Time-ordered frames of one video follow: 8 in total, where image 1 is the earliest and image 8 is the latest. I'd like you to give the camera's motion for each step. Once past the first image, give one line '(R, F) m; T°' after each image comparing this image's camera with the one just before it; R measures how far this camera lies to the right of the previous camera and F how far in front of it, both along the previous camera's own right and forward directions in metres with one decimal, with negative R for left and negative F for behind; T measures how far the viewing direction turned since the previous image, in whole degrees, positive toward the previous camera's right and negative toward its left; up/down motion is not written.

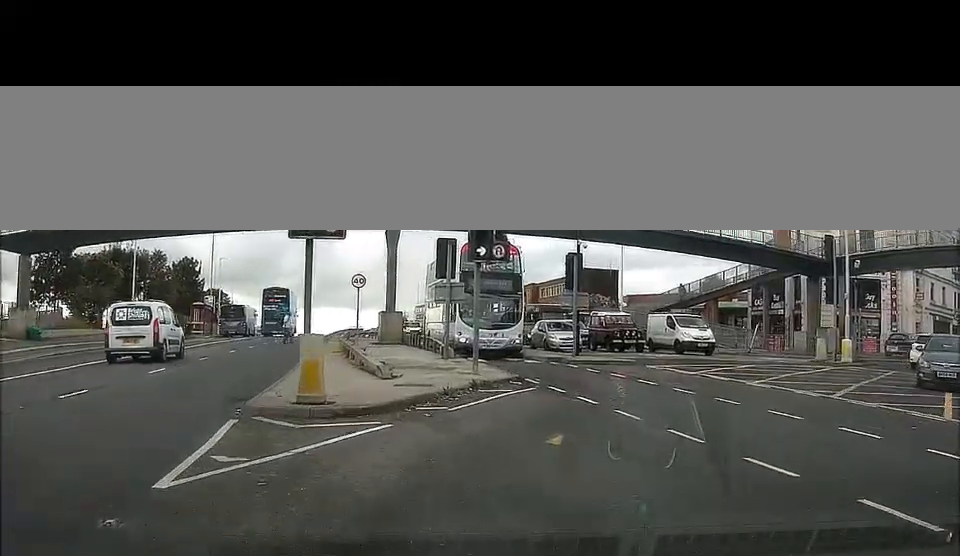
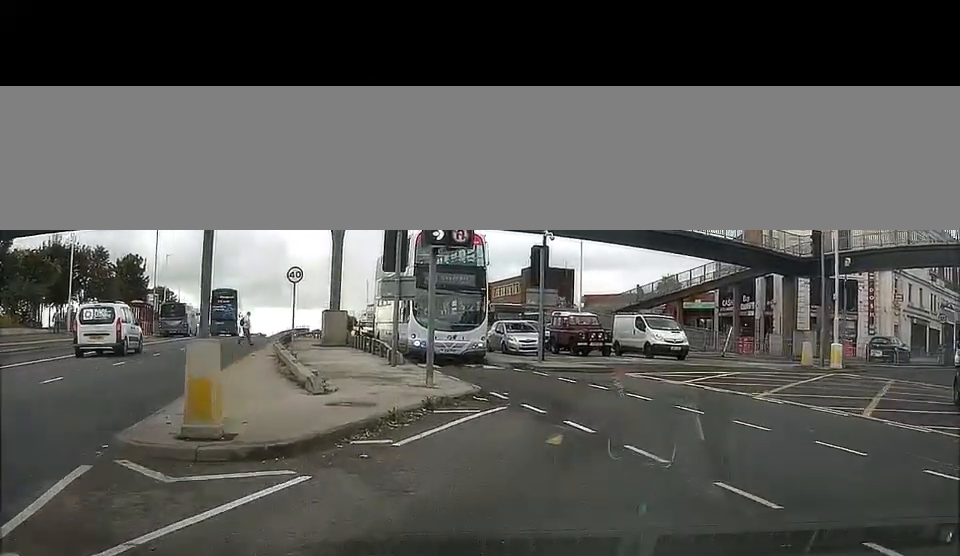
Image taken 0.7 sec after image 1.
(+0.5, +4.1) m; +7°
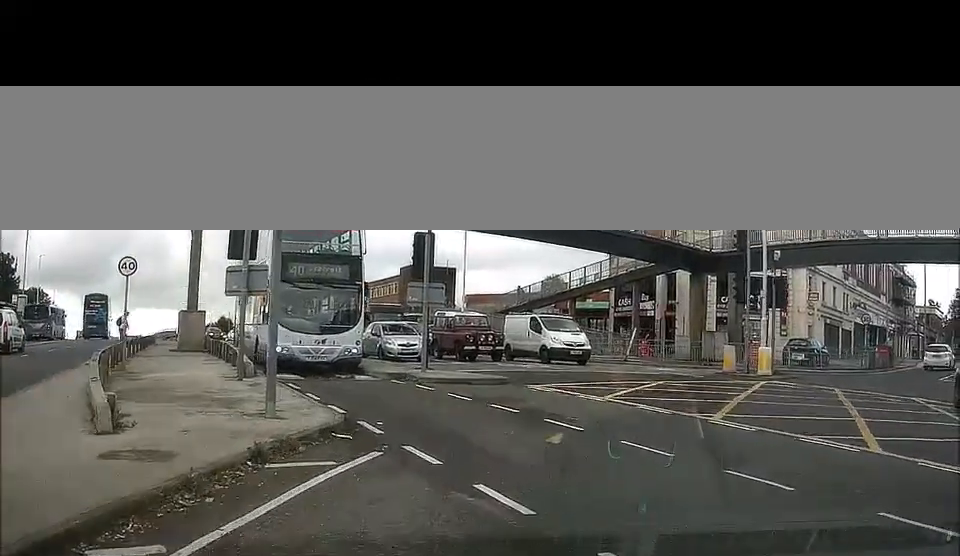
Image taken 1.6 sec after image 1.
(+0.4, +5.5) m; +12°
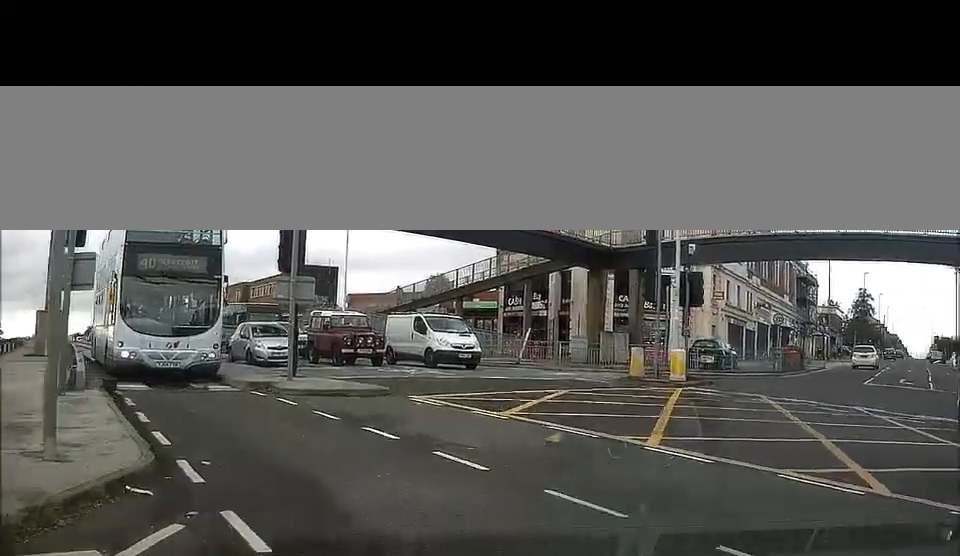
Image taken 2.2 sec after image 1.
(+0.2, +3.4) m; +8°
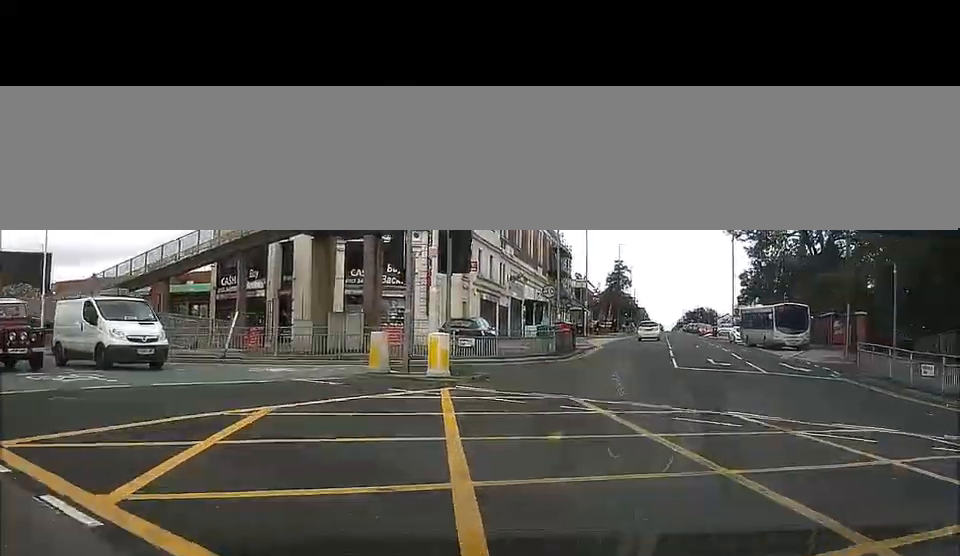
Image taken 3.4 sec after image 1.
(+1.3, +7.8) m; +13°
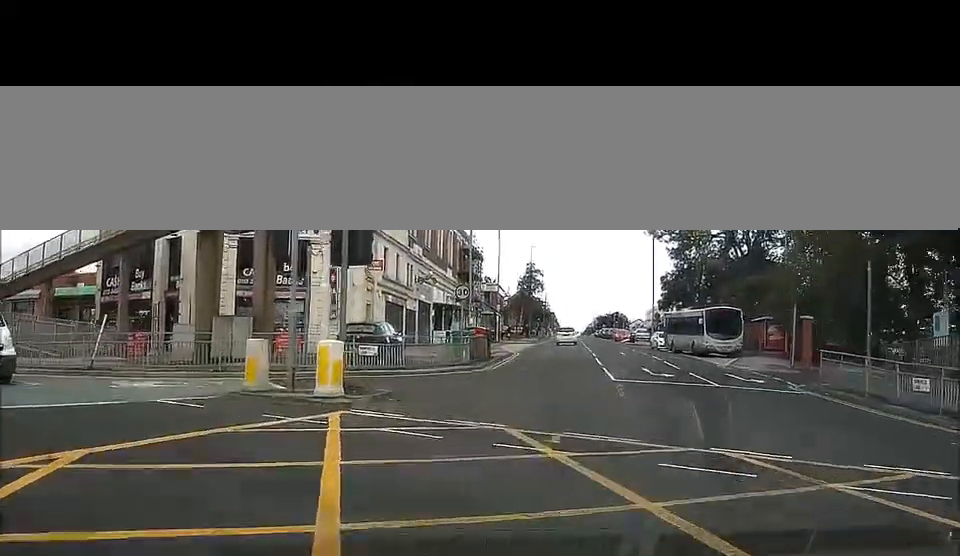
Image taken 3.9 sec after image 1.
(0.0, +3.8) m; +3°
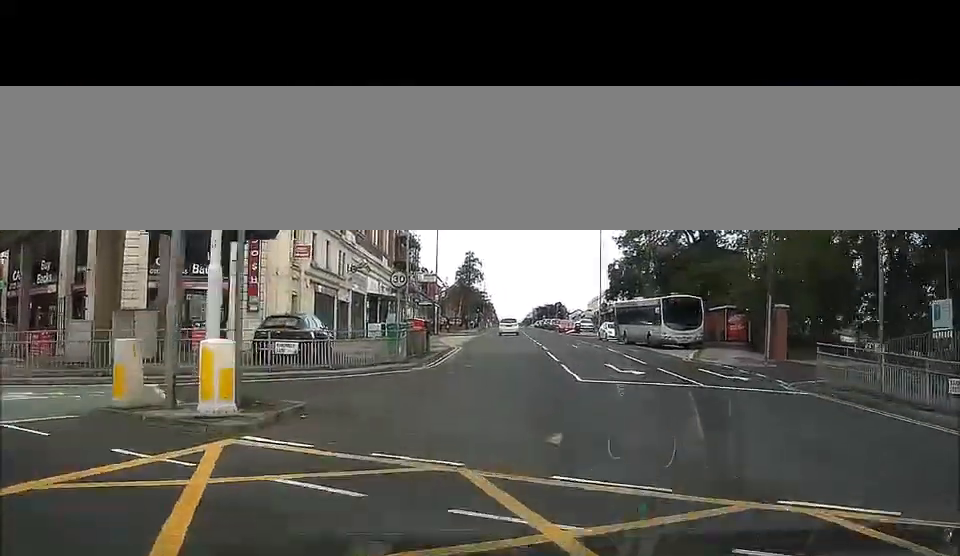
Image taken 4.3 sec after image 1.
(+0.2, +3.3) m; +2°
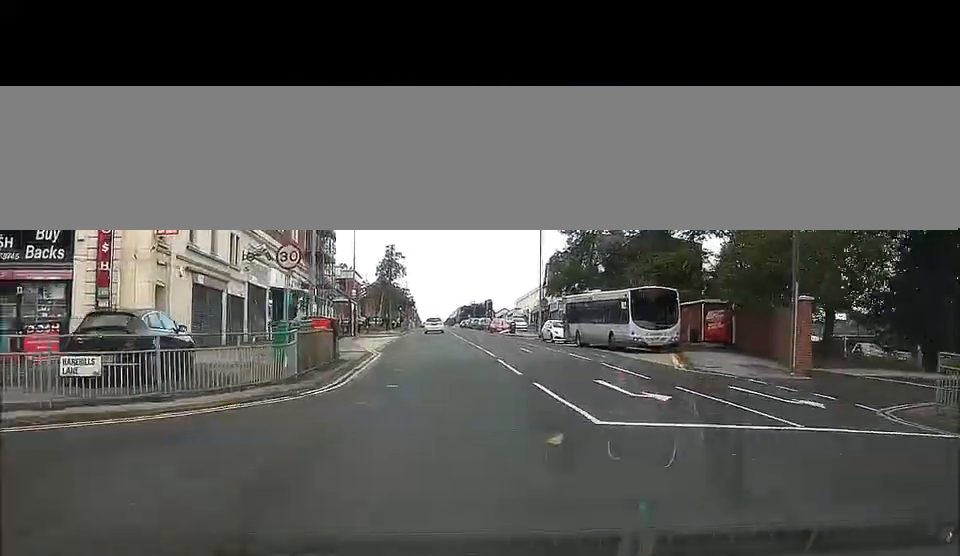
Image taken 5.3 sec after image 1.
(+0.3, +7.2) m; +4°
